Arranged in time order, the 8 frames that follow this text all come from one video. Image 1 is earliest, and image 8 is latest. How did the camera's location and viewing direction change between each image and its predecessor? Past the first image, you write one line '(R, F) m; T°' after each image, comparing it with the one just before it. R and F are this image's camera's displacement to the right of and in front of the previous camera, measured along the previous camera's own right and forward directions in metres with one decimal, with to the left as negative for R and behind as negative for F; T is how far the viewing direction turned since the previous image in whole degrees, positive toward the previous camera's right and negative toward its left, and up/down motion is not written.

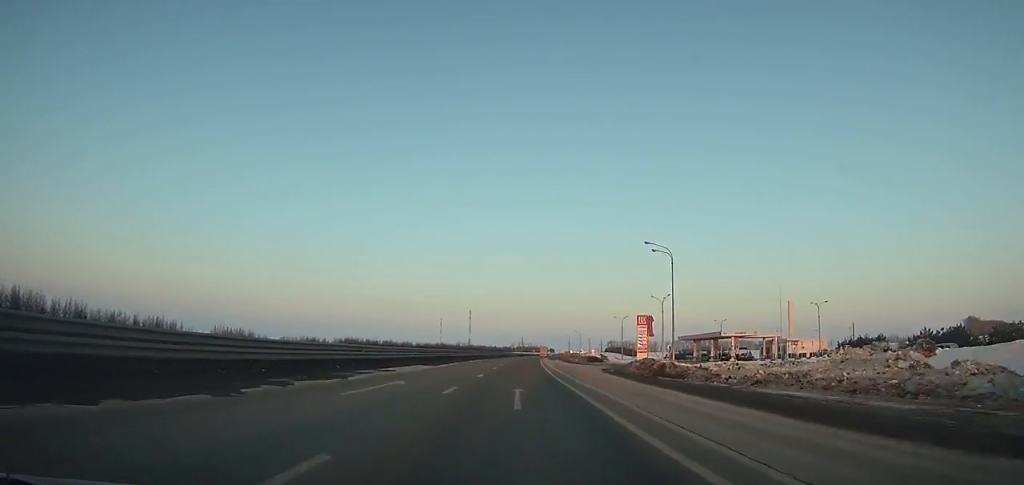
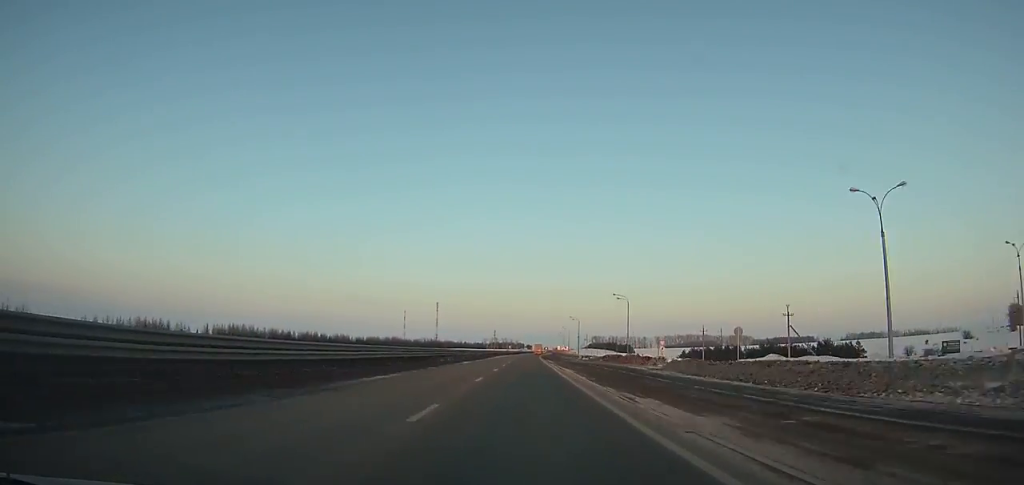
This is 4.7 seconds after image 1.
(+2.1, +112.8) m; +2°
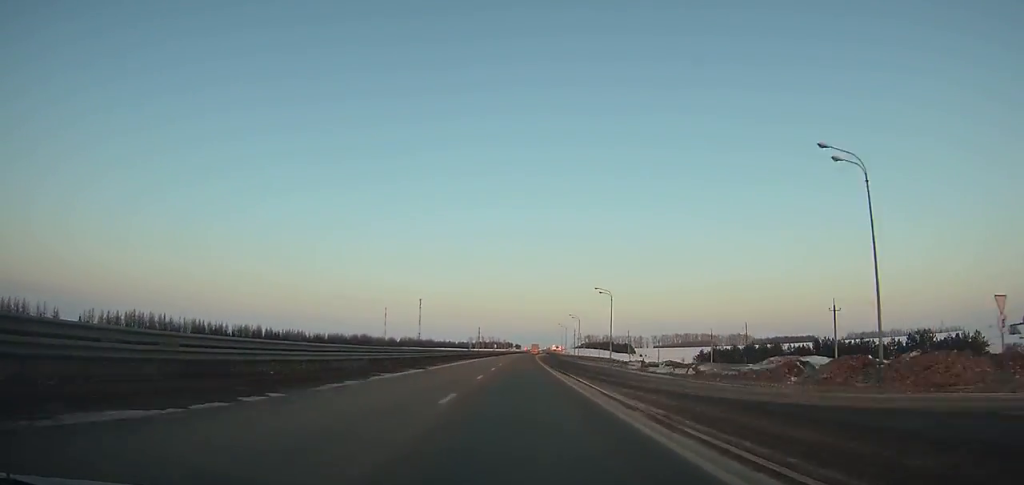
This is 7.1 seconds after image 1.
(+0.8, +57.2) m; +1°
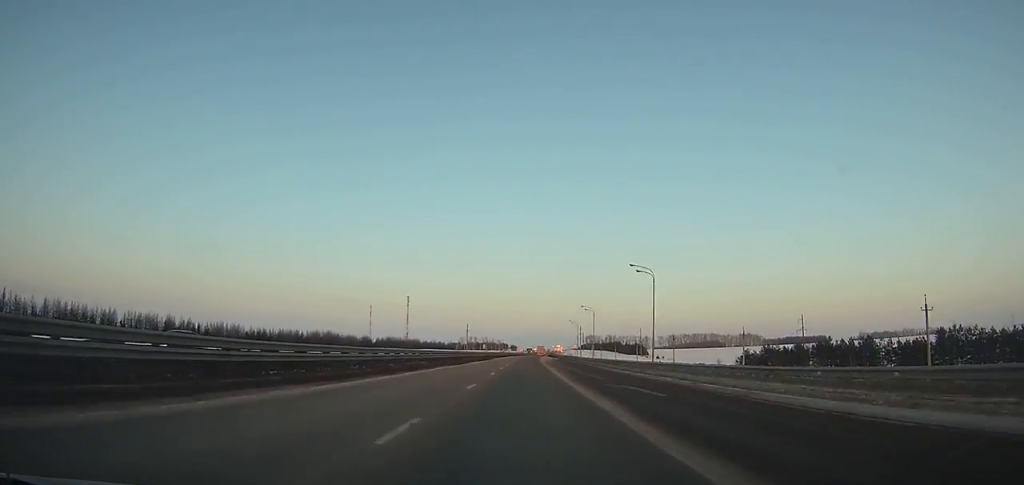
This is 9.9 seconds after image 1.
(+0.4, +66.8) m; +1°
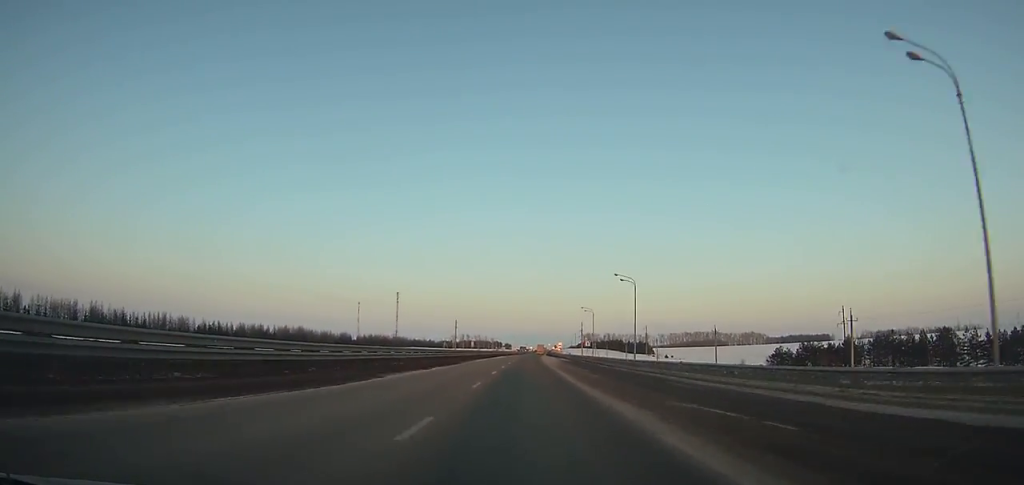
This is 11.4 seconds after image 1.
(+0.3, +36.0) m; 0°
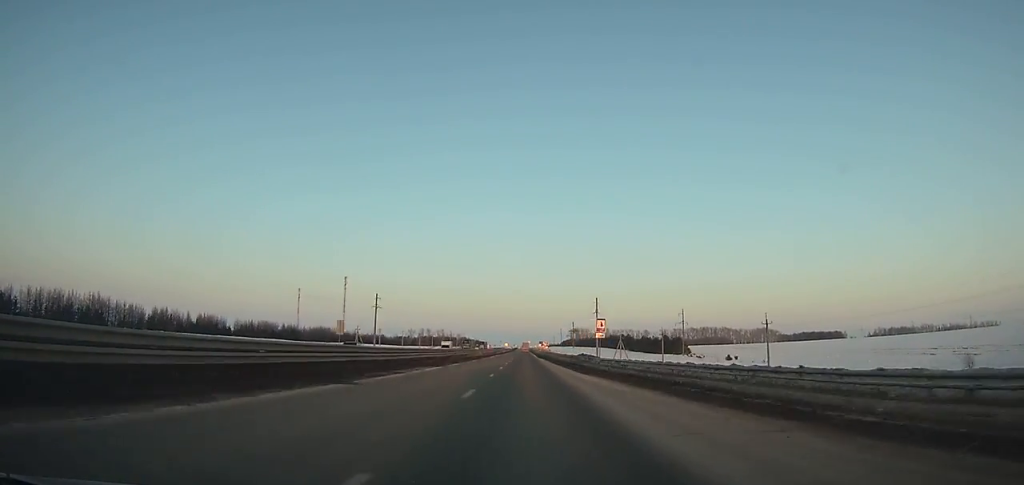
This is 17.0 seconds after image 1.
(+2.1, +133.9) m; +2°
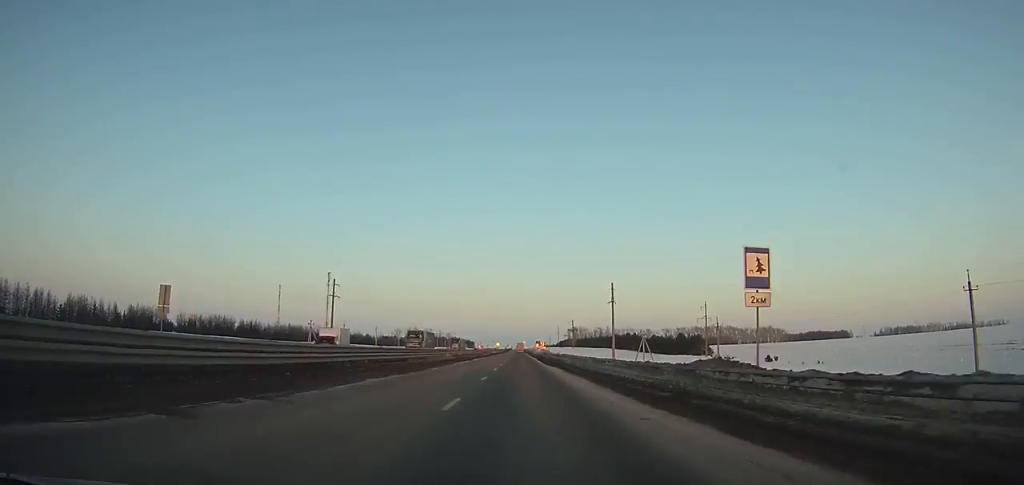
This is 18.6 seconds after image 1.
(+0.1, +37.8) m; 0°
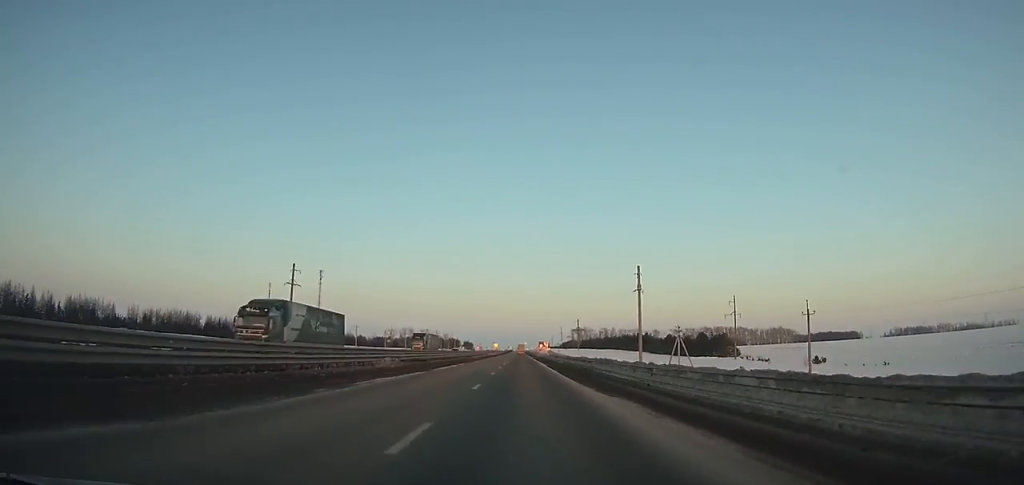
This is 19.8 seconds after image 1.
(+0.1, +28.2) m; 0°
